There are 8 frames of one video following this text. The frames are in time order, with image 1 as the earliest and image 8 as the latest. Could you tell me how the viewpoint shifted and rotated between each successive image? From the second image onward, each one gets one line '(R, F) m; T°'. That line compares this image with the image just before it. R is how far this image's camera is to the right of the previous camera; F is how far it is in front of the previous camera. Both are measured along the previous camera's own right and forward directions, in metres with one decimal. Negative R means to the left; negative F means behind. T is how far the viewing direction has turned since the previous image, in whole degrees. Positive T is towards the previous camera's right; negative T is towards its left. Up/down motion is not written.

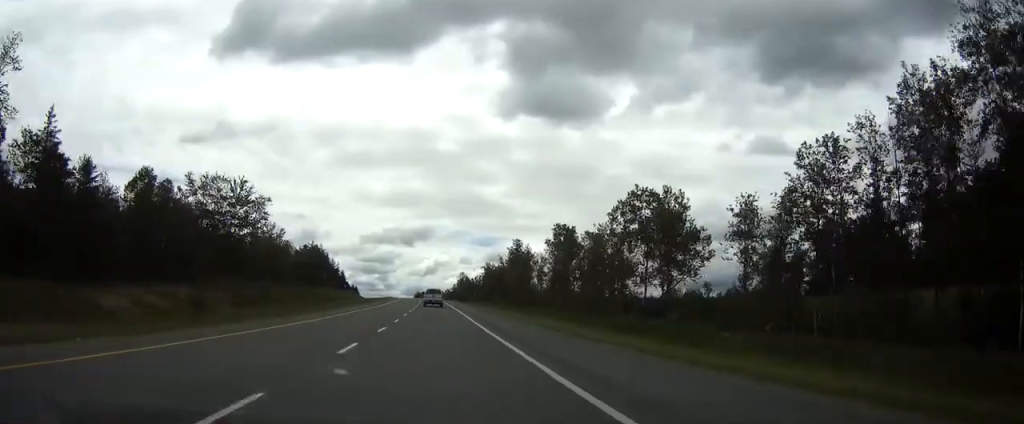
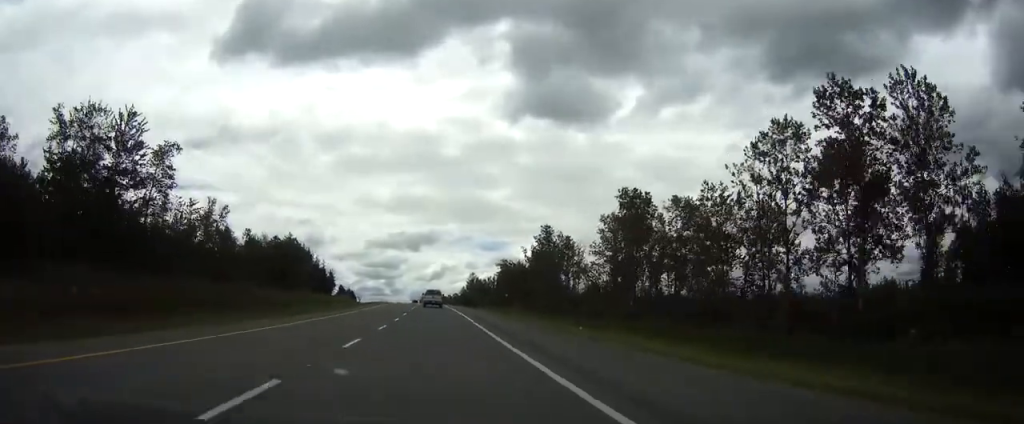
(-0.2, +43.6) m; -1°
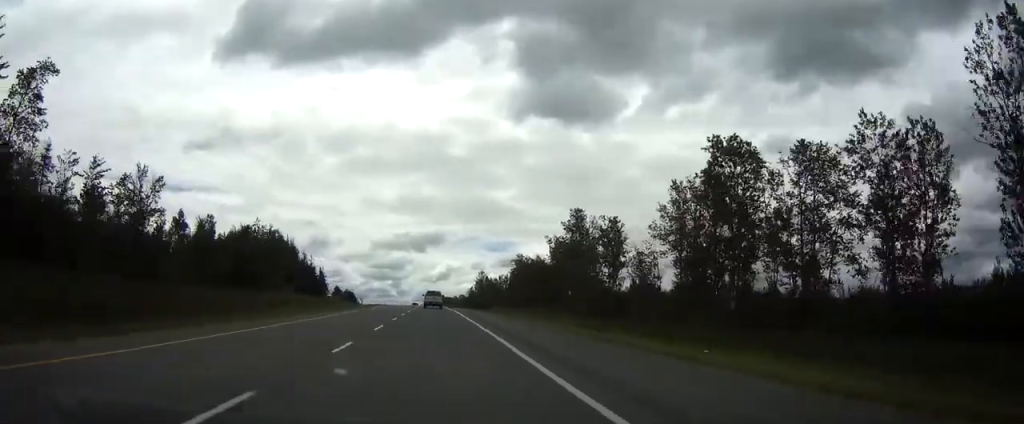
(-0.1, +28.2) m; 0°
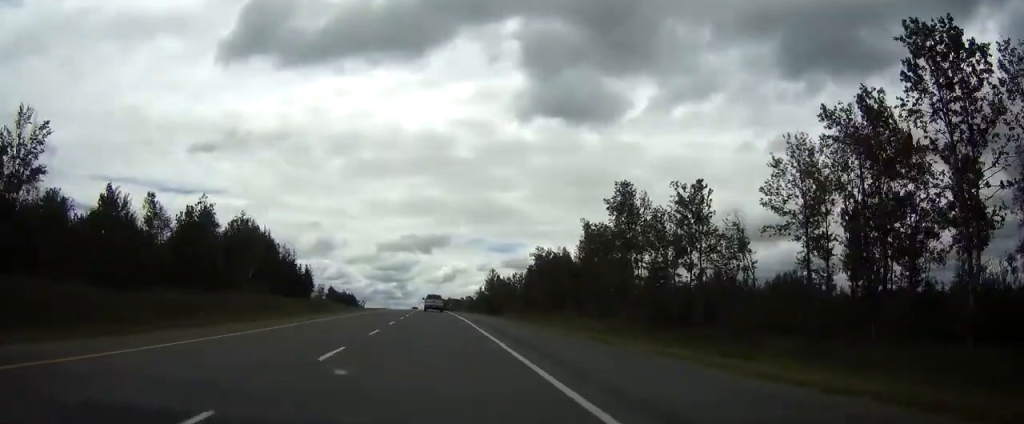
(-0.2, +28.2) m; 0°
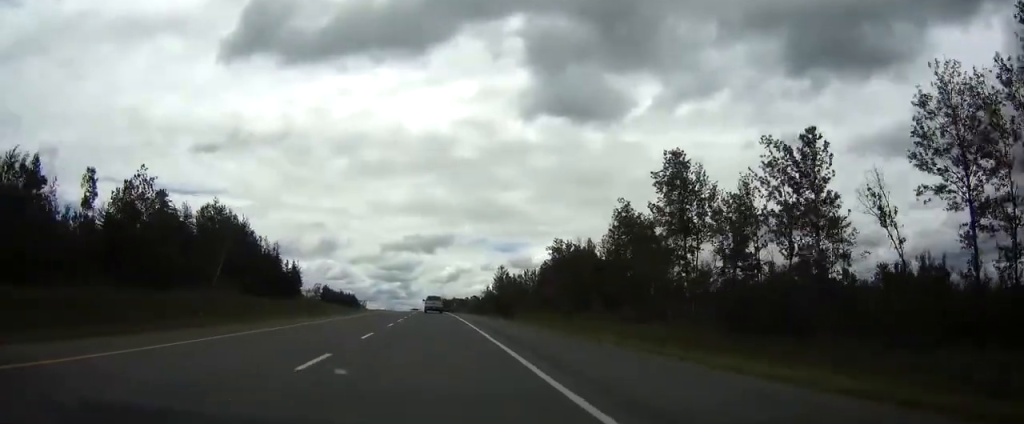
(0.0, +19.5) m; 0°
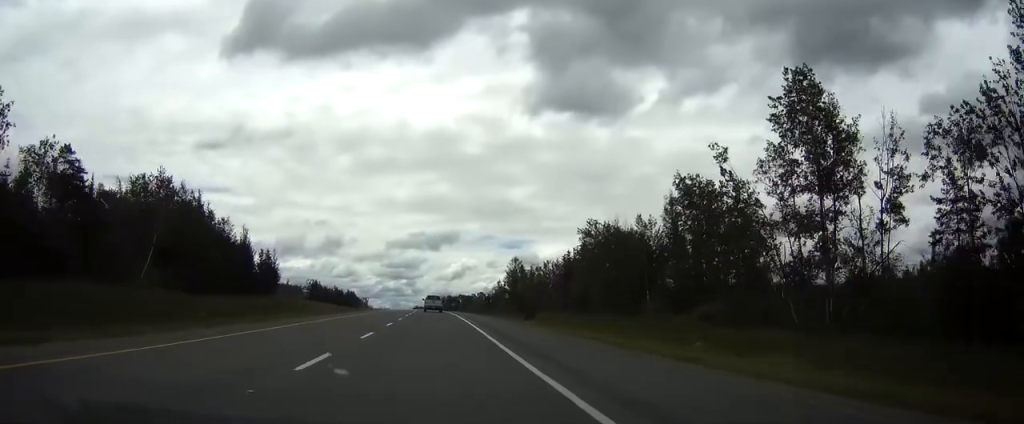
(-0.2, +27.1) m; -1°
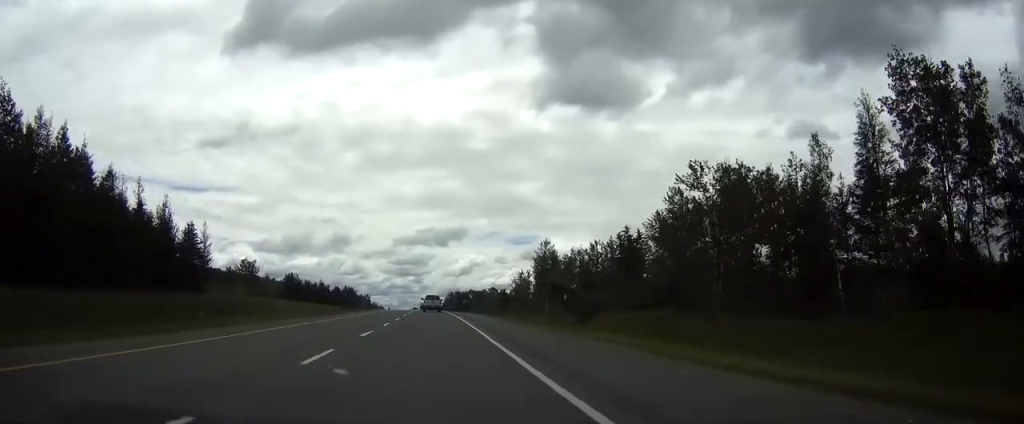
(-0.3, +43.4) m; -1°
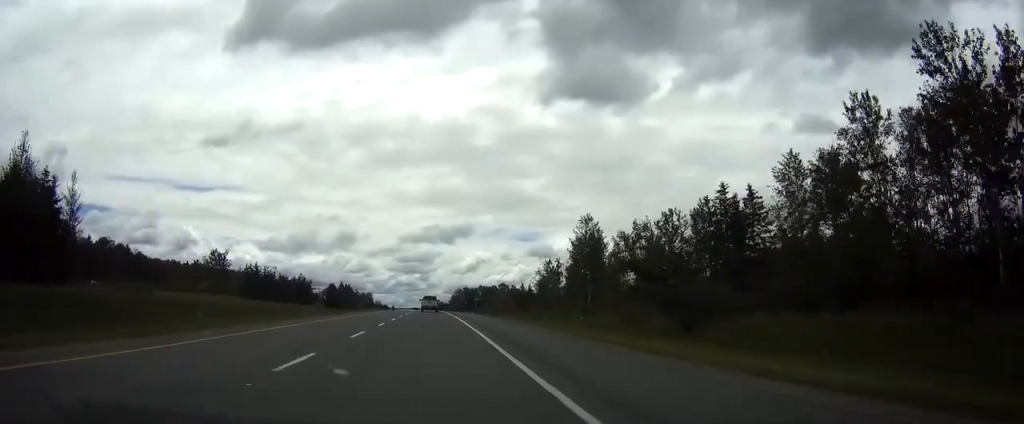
(-0.1, +36.9) m; 0°
